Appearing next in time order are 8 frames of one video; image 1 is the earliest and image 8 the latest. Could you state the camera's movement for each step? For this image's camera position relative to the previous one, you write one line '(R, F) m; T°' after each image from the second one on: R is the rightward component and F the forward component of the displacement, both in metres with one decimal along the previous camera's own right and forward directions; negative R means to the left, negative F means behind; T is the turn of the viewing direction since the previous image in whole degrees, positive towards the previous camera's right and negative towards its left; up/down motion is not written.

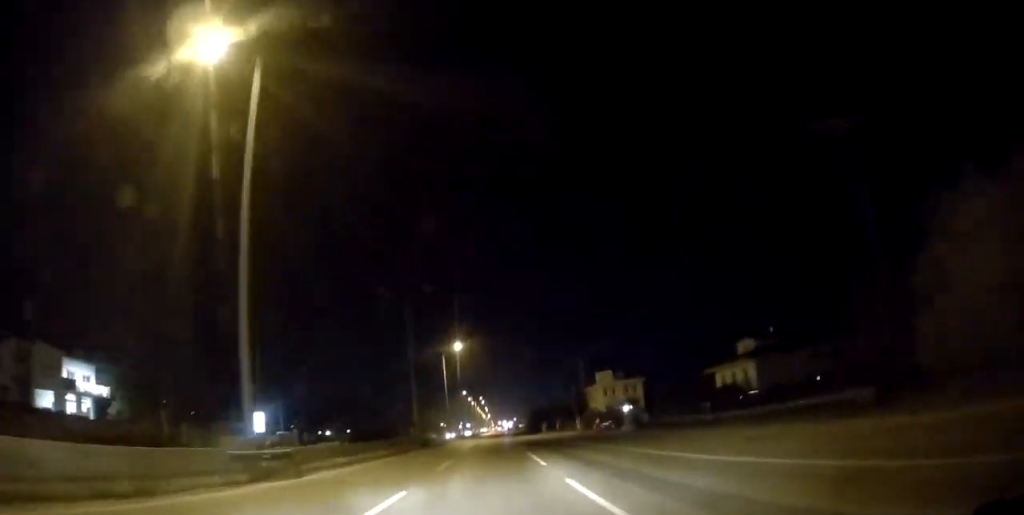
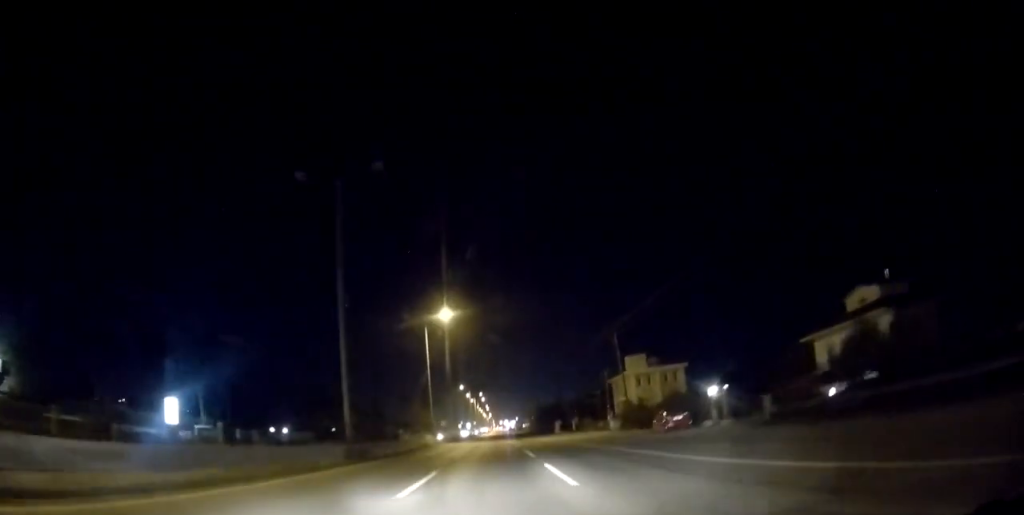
(-0.4, +22.2) m; -1°
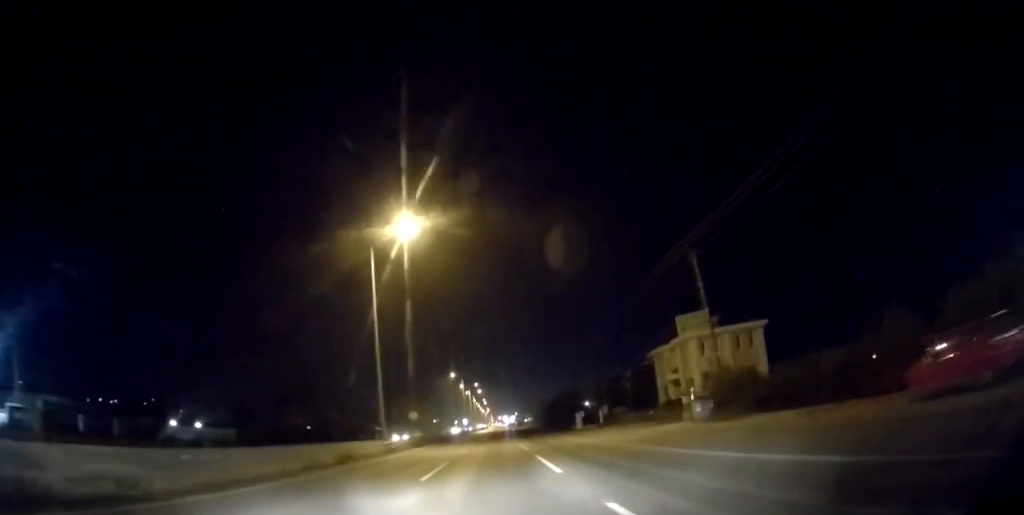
(-0.1, +24.6) m; 0°
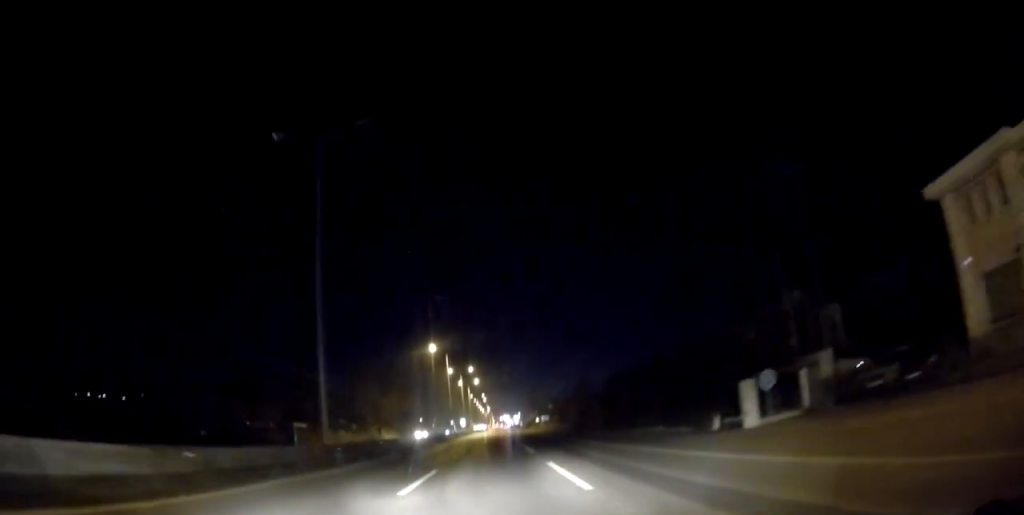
(+0.3, +45.2) m; +1°
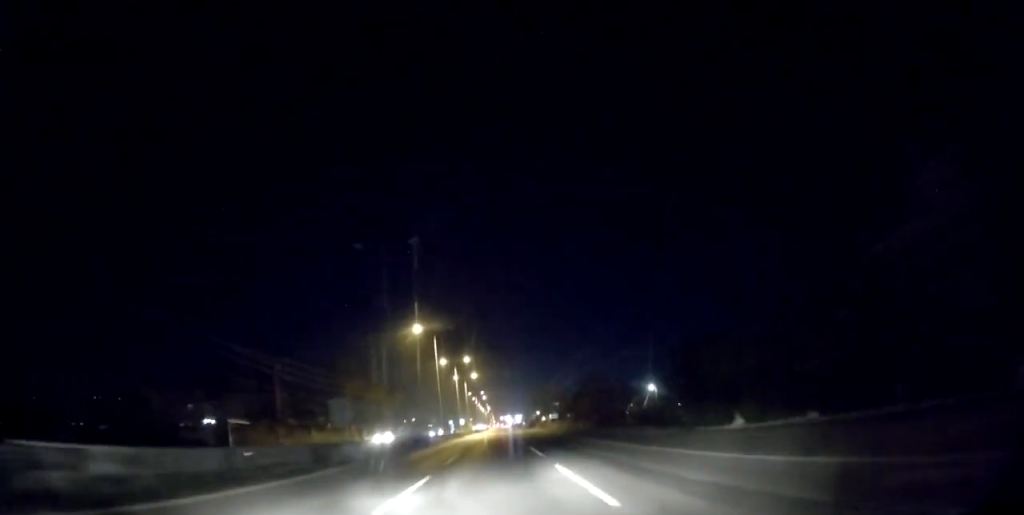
(+0.3, +16.9) m; 0°
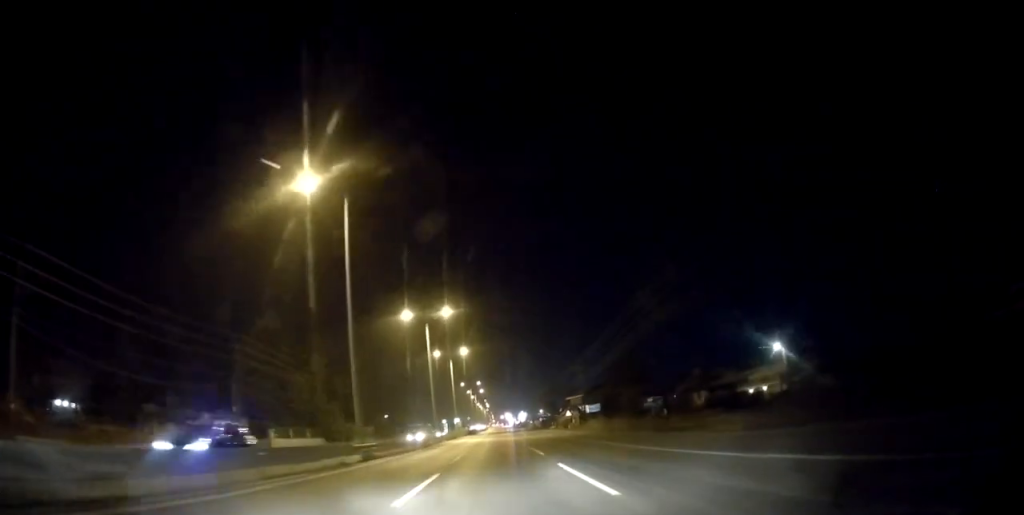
(-0.6, +42.1) m; -1°
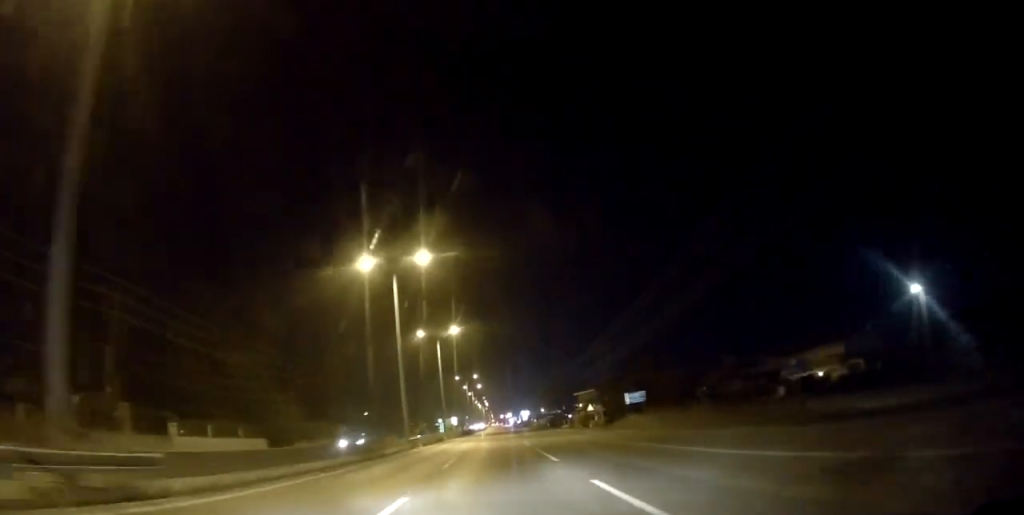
(0.0, +18.9) m; 0°
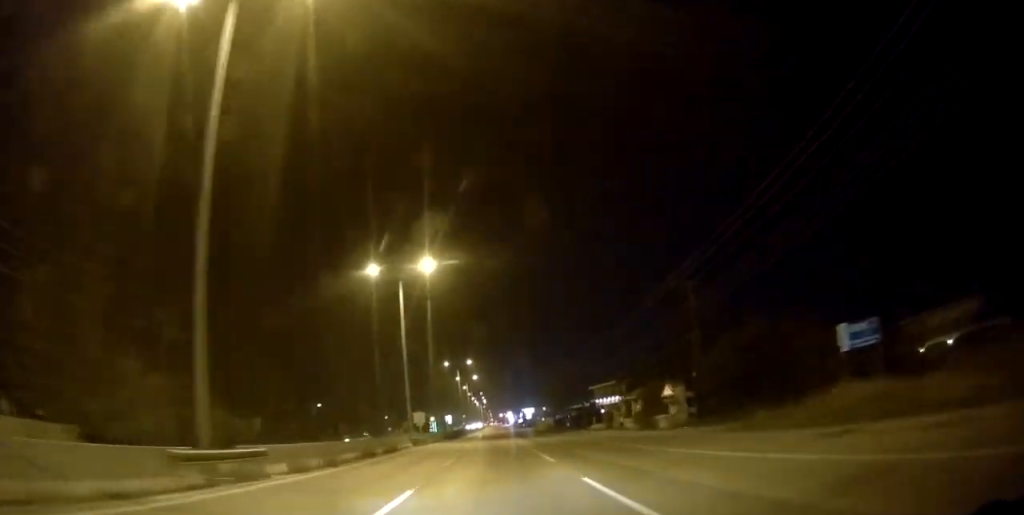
(0.0, +28.1) m; 0°
